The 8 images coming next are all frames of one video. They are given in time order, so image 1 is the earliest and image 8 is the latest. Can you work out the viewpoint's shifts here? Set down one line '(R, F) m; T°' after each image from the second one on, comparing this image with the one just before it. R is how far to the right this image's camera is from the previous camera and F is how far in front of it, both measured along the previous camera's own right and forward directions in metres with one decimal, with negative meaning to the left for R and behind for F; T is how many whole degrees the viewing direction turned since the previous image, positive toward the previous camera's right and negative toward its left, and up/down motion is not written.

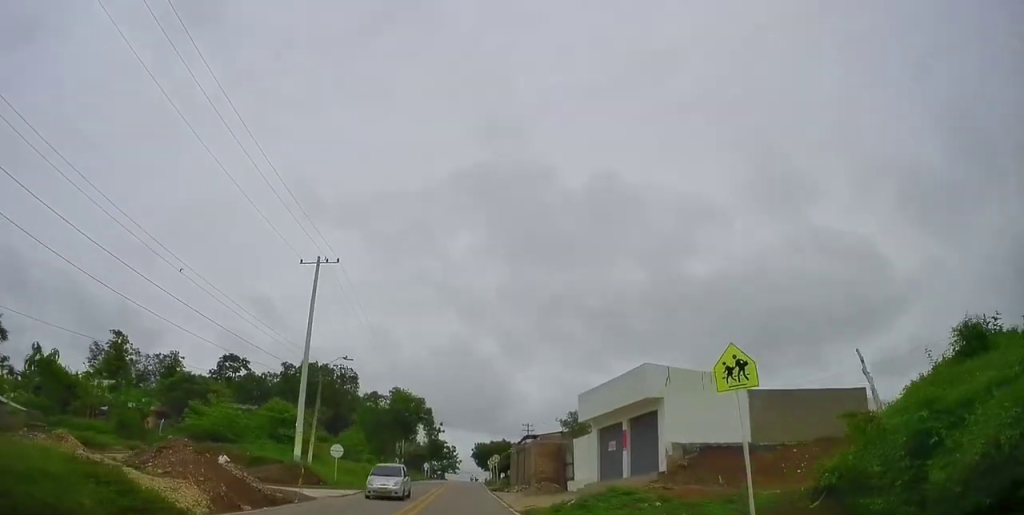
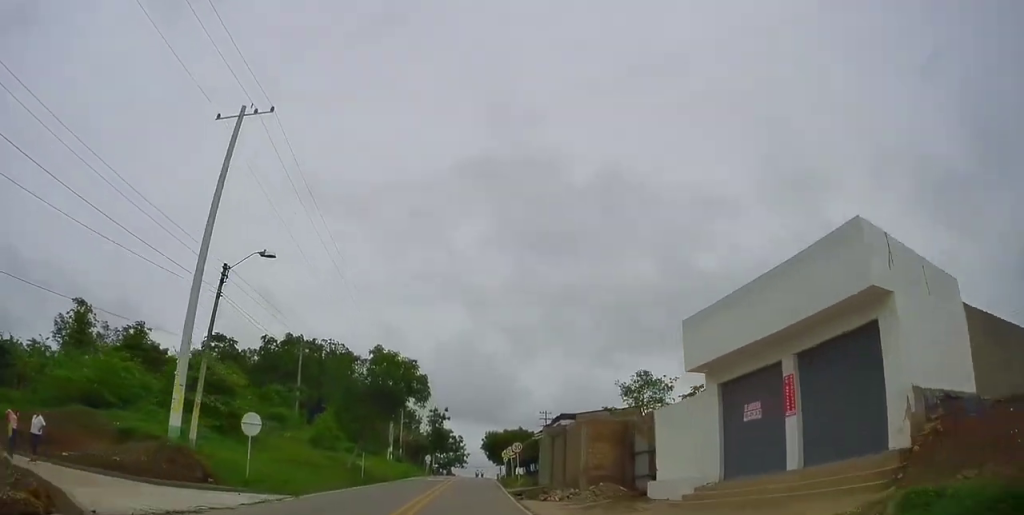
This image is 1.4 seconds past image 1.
(-0.1, +14.2) m; -3°
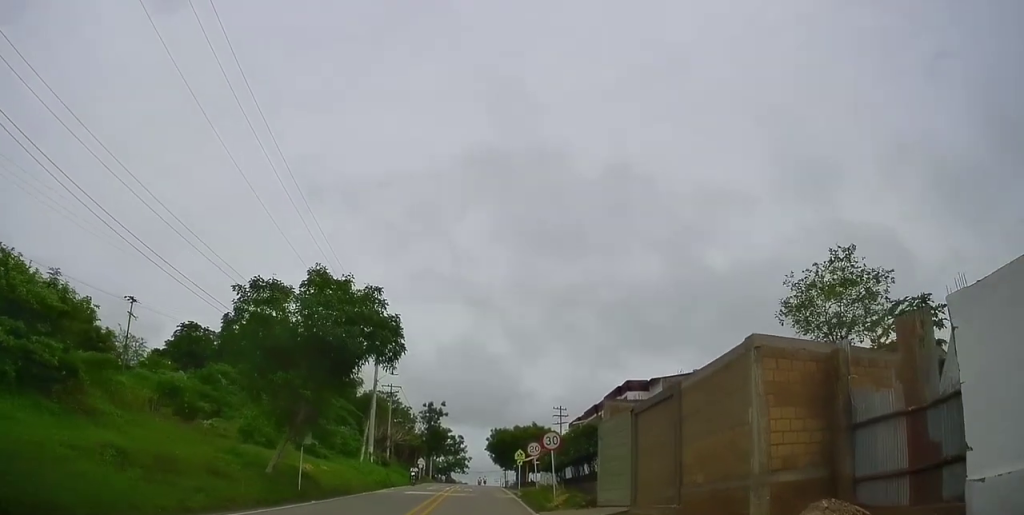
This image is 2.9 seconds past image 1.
(-0.3, +15.4) m; 0°
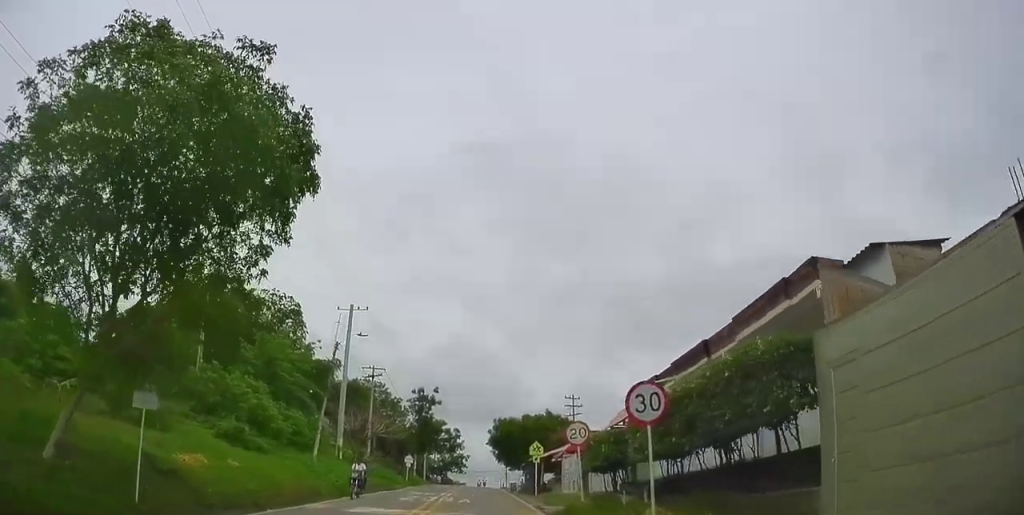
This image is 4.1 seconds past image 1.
(0.0, +12.8) m; 0°
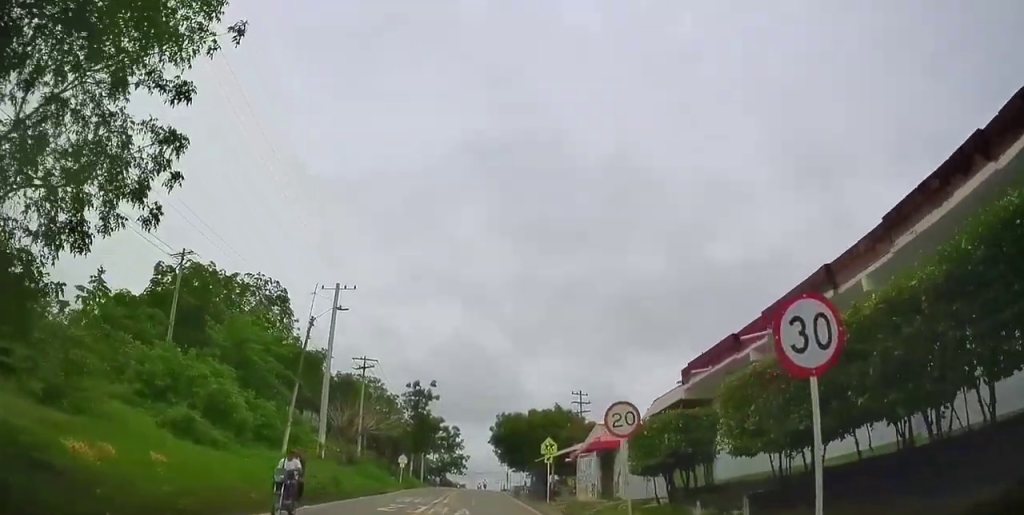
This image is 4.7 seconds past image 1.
(-0.1, +5.3) m; 0°
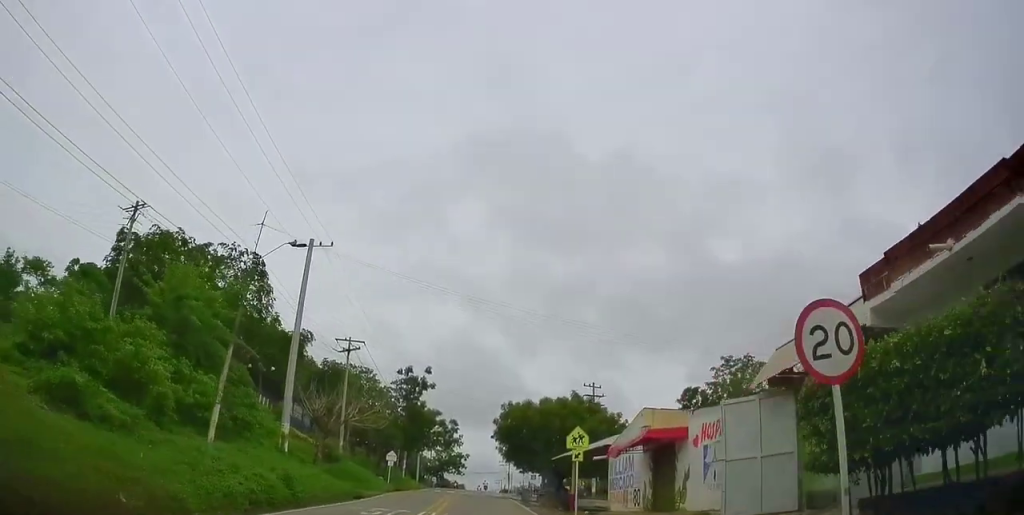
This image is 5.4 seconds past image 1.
(+0.4, +7.6) m; 0°
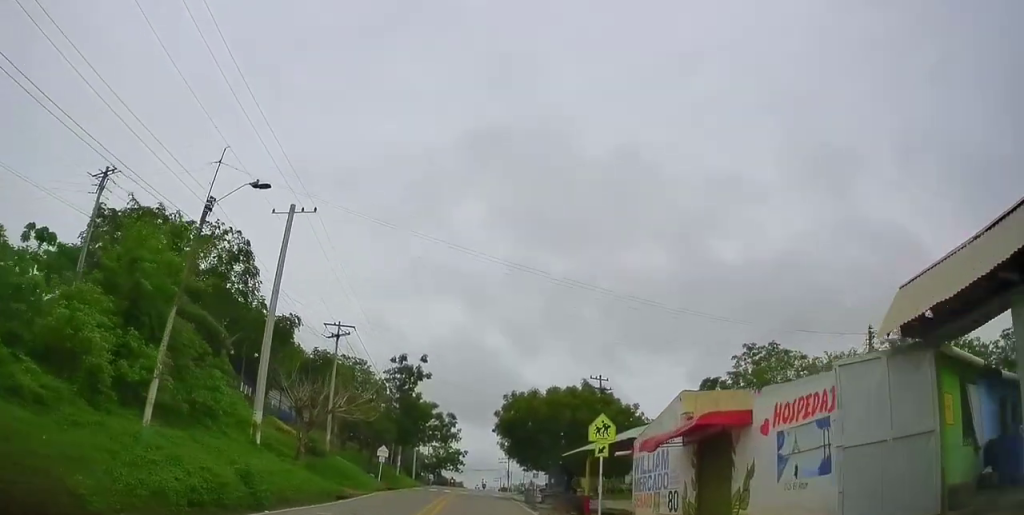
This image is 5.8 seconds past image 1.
(-0.1, +4.0) m; 0°
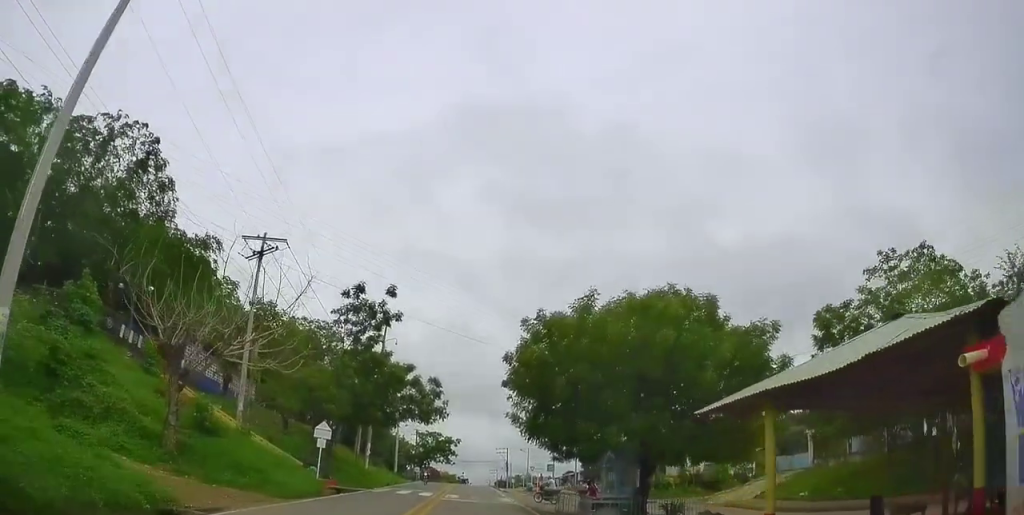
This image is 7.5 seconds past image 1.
(-0.1, +16.4) m; +2°
